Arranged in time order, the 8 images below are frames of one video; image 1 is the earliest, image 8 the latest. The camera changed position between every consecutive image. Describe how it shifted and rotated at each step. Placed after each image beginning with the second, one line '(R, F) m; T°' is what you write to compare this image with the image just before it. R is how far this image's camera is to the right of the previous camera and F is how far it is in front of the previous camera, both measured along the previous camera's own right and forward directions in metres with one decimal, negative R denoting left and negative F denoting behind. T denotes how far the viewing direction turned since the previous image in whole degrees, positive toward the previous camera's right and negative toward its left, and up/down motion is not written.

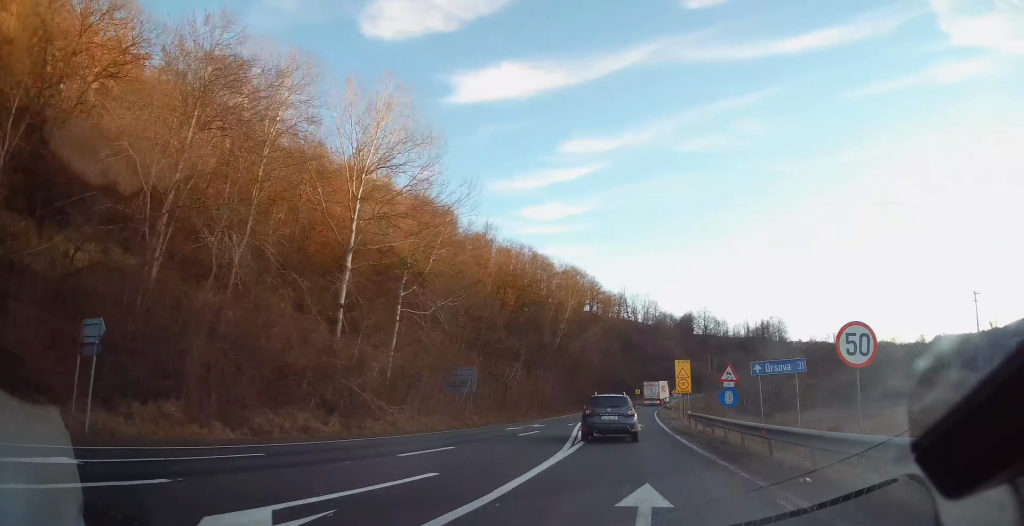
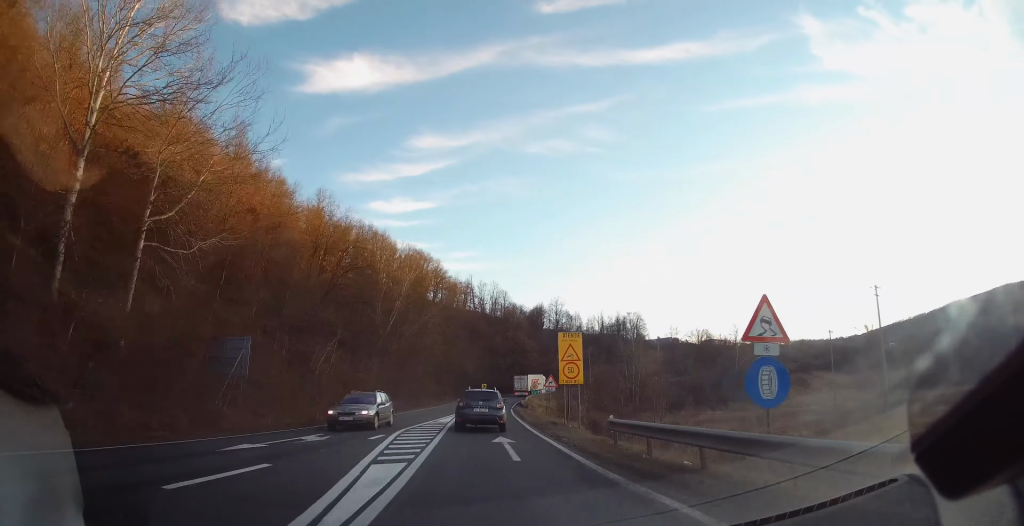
(+1.0, +14.0) m; +7°
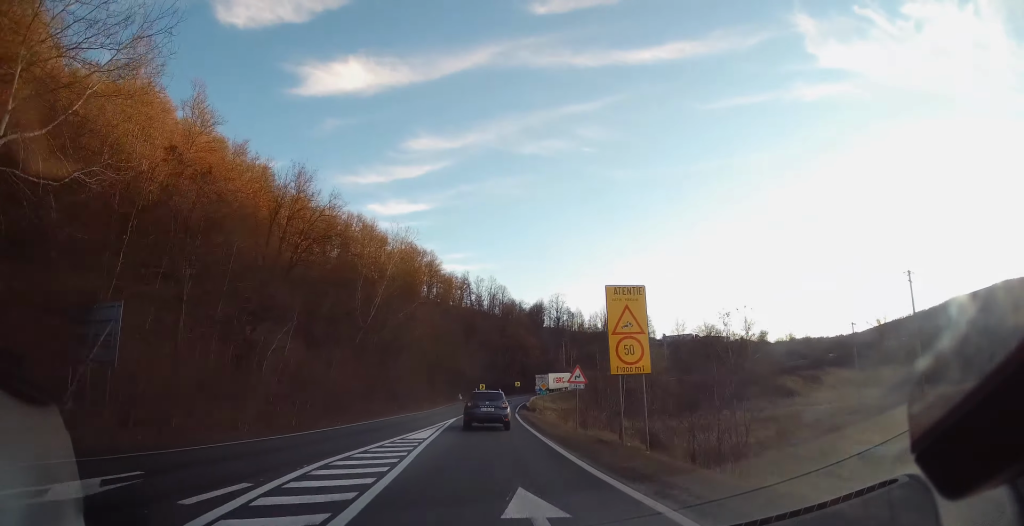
(+0.4, +10.2) m; +1°
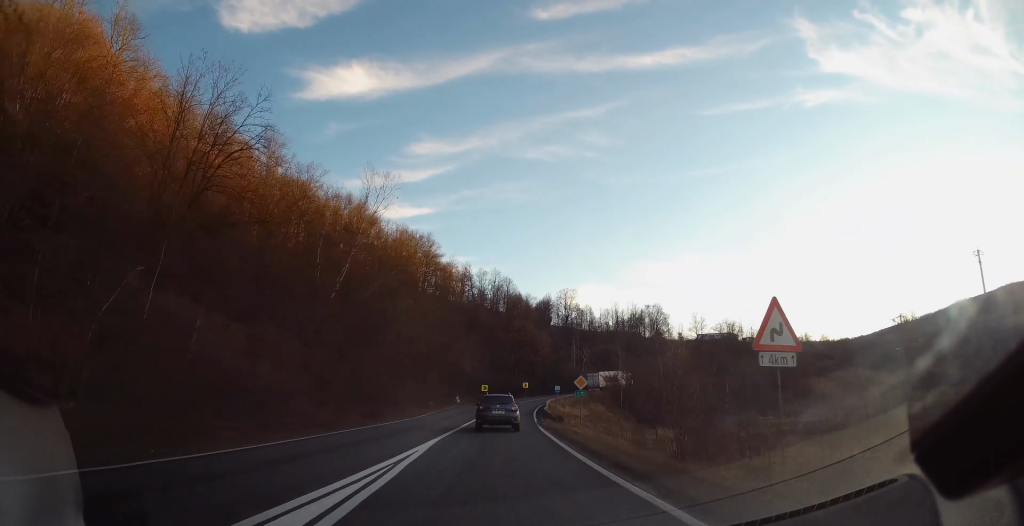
(-0.2, +16.3) m; +1°
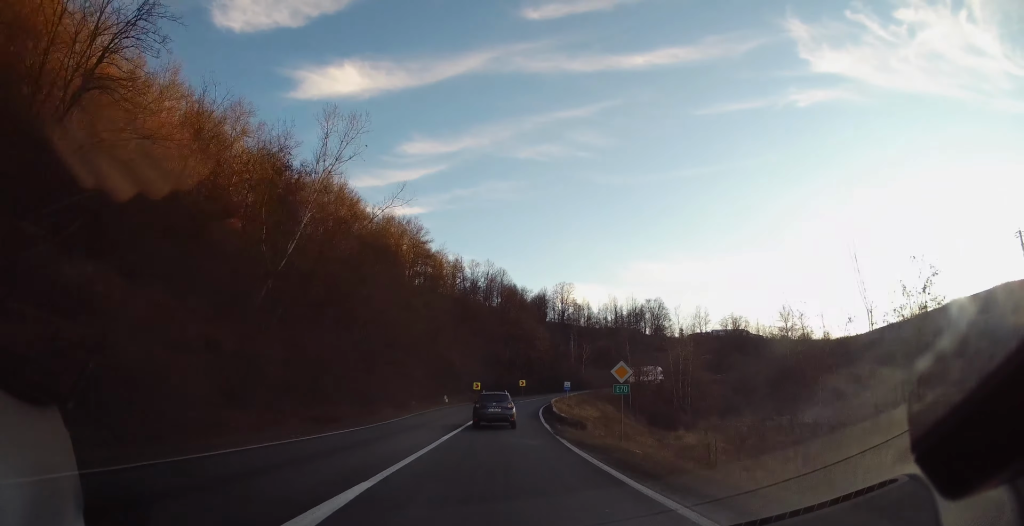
(+0.3, +9.9) m; 0°
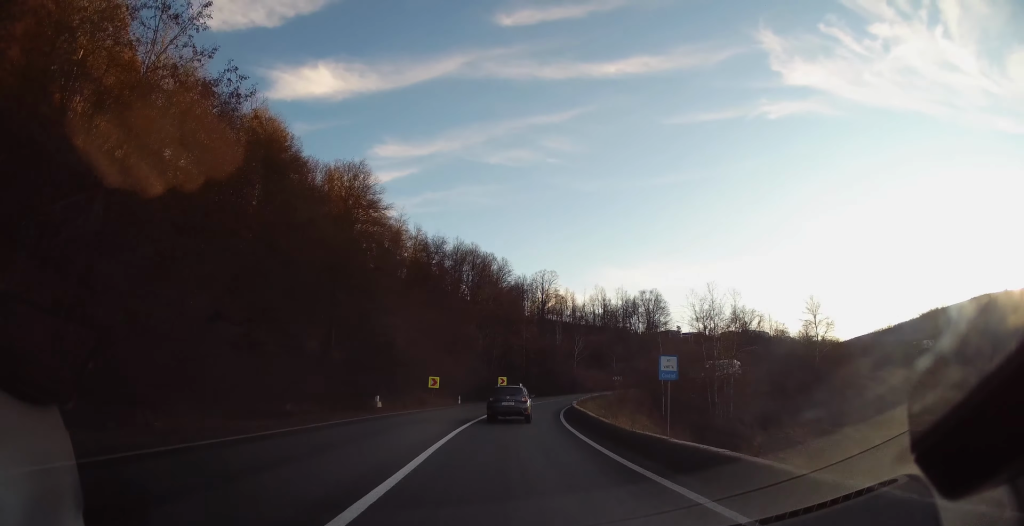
(+0.6, +26.0) m; +4°
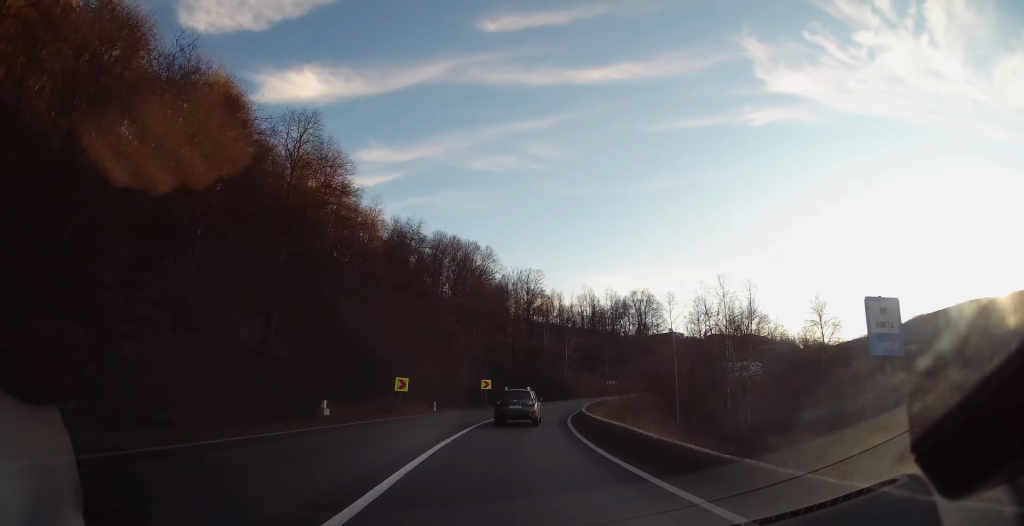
(+0.1, +9.0) m; +2°
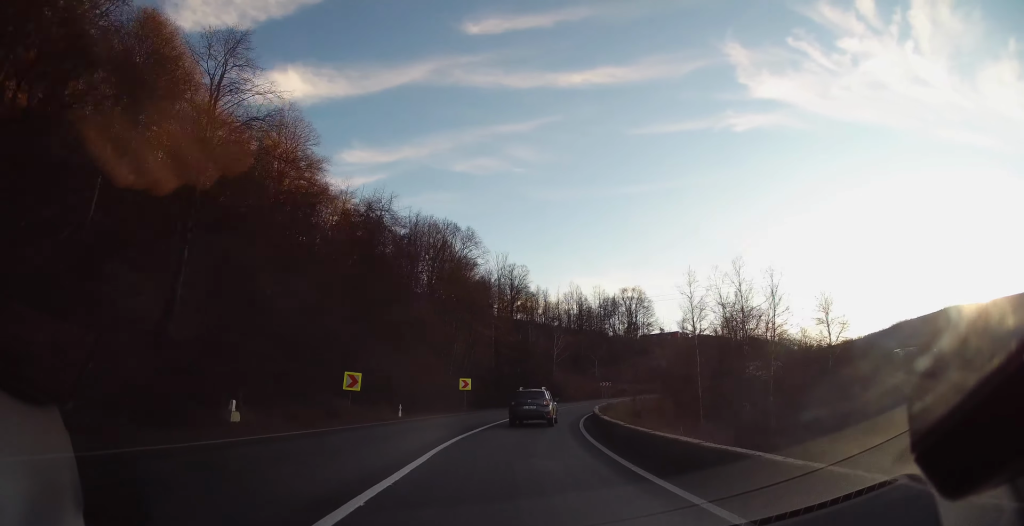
(-0.3, +9.1) m; +3°
